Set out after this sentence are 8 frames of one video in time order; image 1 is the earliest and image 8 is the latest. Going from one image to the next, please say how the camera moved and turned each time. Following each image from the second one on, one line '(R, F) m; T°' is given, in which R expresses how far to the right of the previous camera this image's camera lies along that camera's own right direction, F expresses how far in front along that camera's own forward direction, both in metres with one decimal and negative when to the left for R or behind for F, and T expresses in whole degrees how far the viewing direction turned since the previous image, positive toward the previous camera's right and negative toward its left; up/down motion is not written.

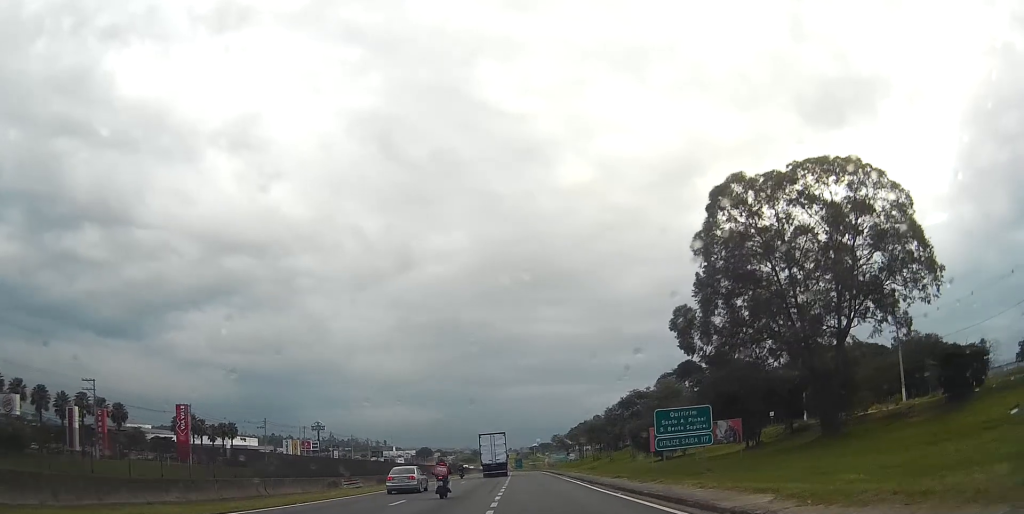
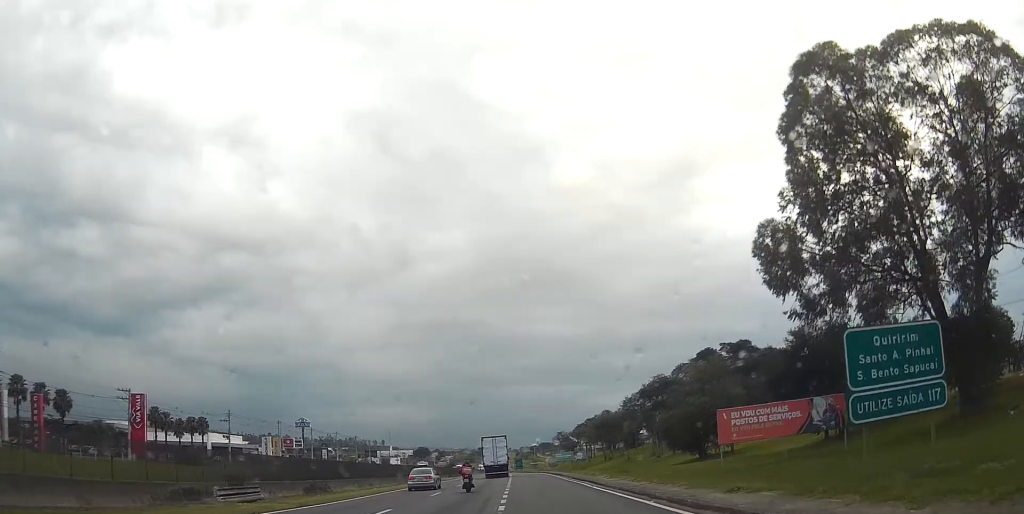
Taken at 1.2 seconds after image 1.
(0.0, +21.2) m; 0°
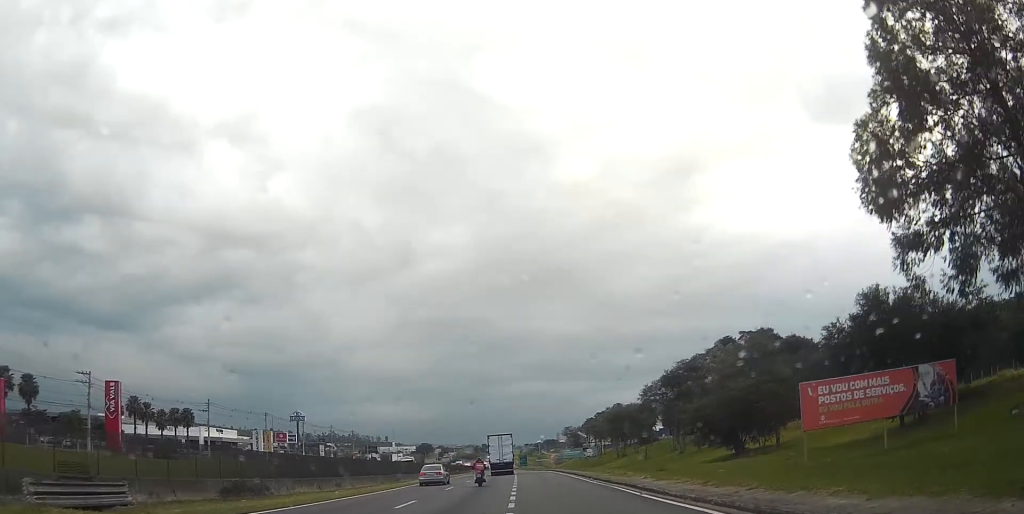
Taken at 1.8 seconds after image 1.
(-0.1, +12.2) m; -1°
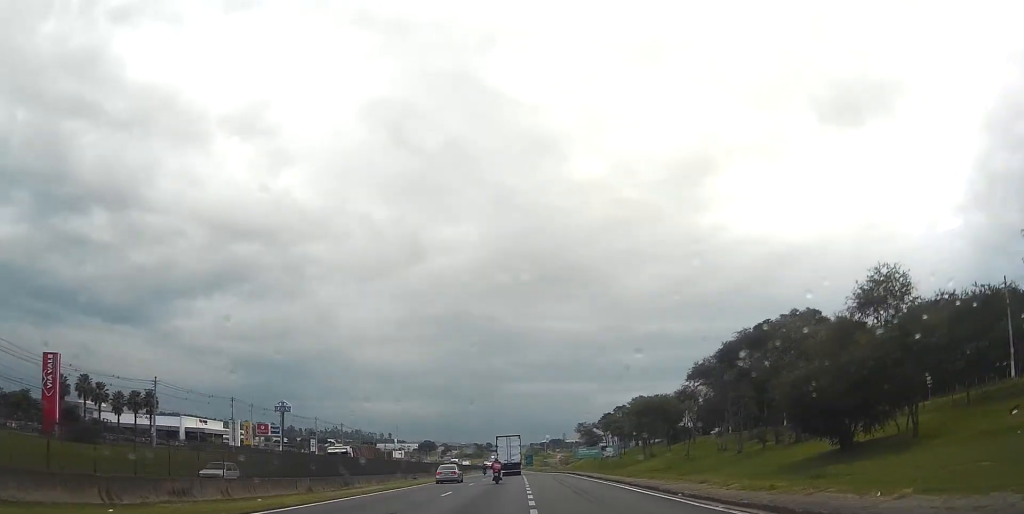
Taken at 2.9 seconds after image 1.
(-0.2, +22.9) m; -1°
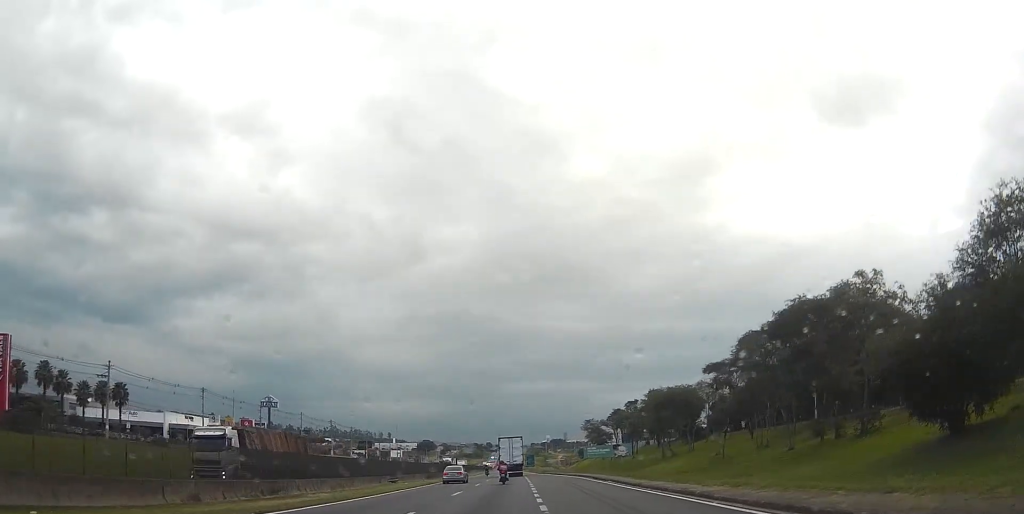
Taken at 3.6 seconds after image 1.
(-0.1, +14.0) m; 0°
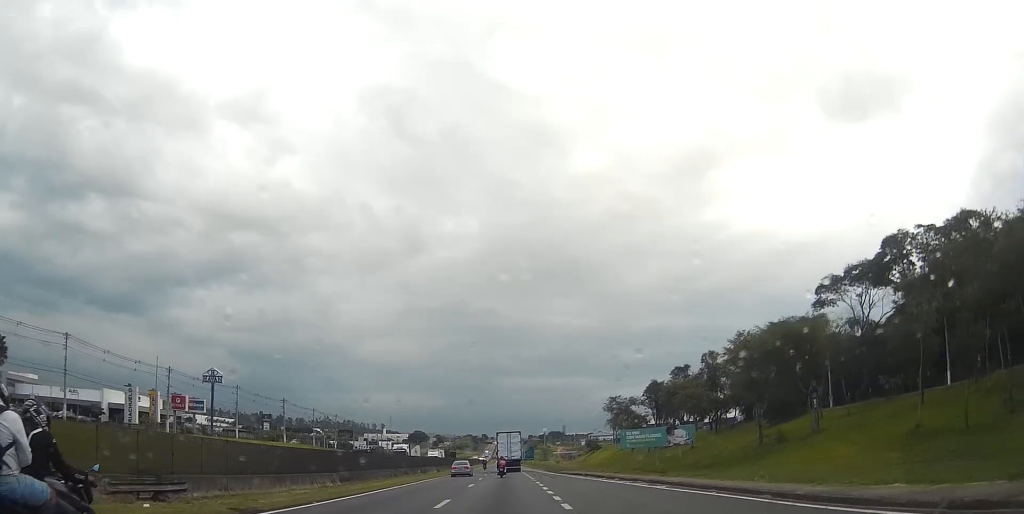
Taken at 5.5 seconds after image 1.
(+0.3, +41.6) m; 0°
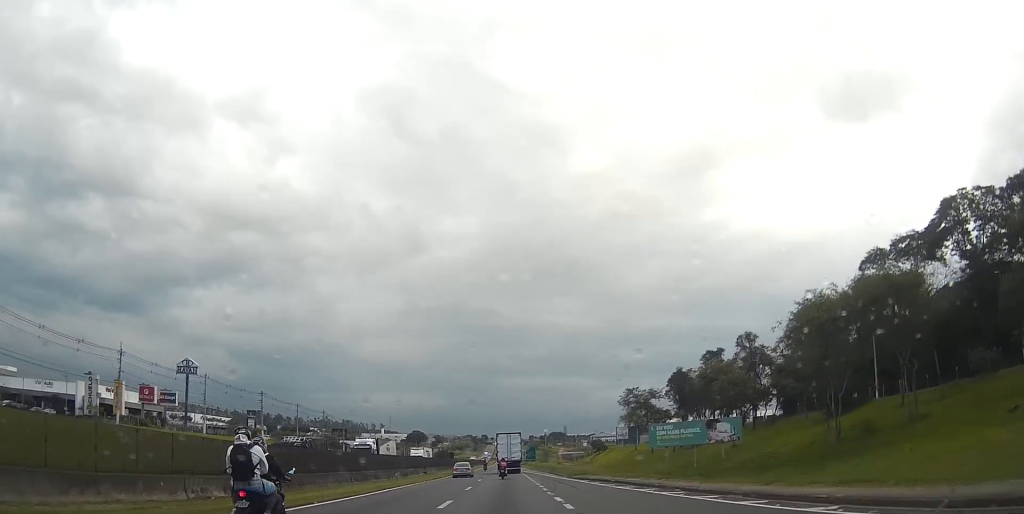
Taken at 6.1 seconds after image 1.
(-0.1, +15.6) m; 0°
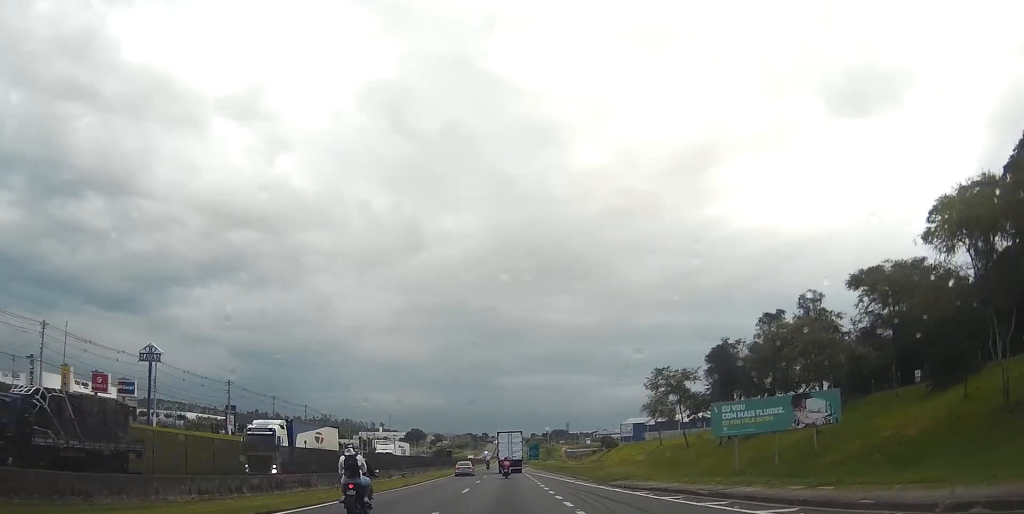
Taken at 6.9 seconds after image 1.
(0.0, +18.9) m; 0°
